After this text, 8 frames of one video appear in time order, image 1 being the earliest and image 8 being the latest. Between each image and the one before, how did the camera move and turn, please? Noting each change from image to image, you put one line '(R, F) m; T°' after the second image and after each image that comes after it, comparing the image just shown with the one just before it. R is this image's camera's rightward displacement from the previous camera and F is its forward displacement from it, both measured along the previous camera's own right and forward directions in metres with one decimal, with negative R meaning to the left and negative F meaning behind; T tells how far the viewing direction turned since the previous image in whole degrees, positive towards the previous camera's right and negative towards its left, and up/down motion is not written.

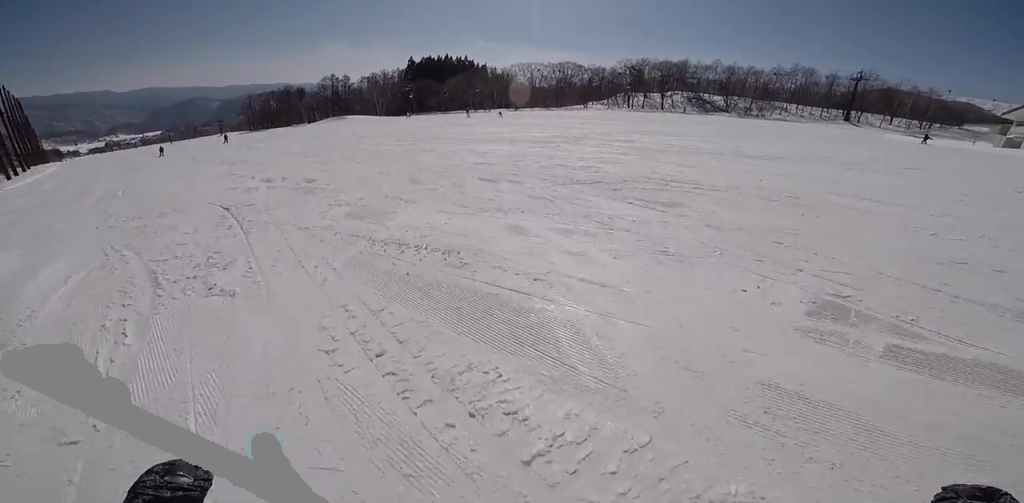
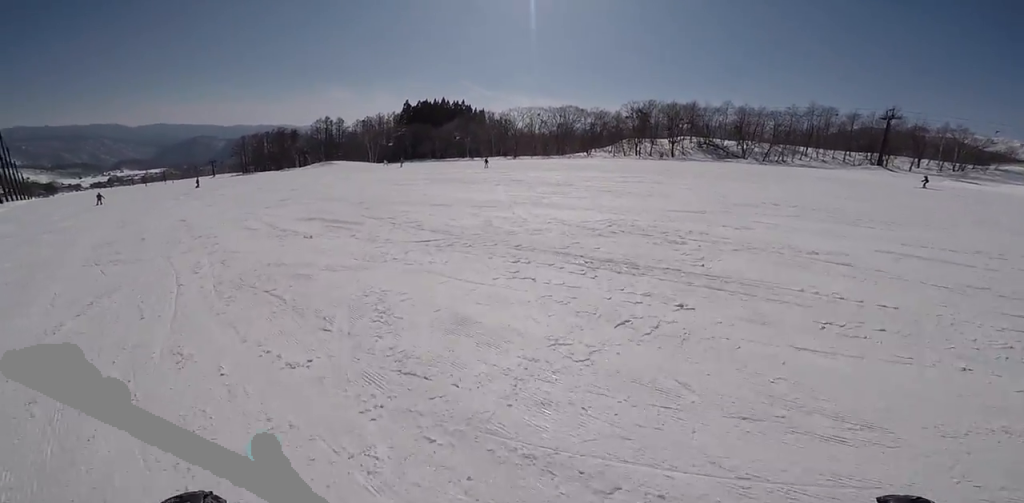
(+0.2, +10.7) m; -5°
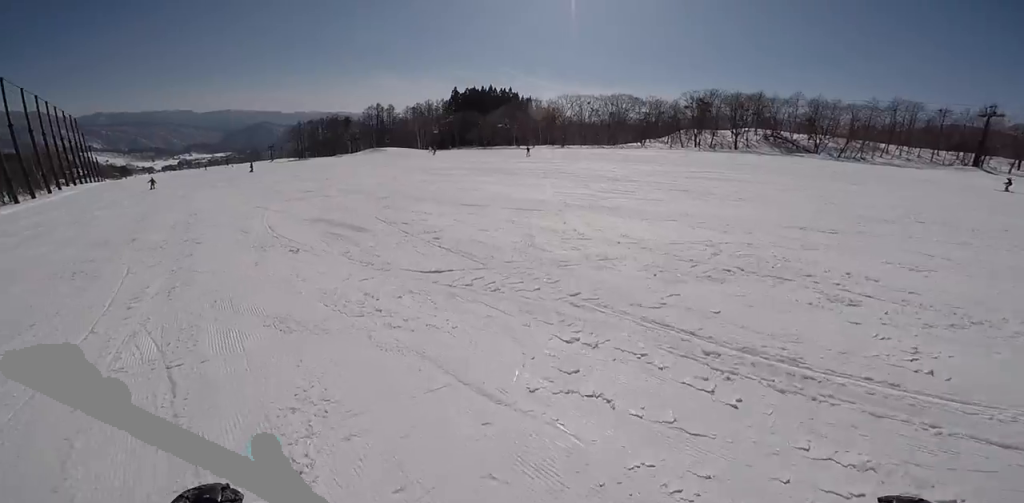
(0.0, +2.8) m; -2°
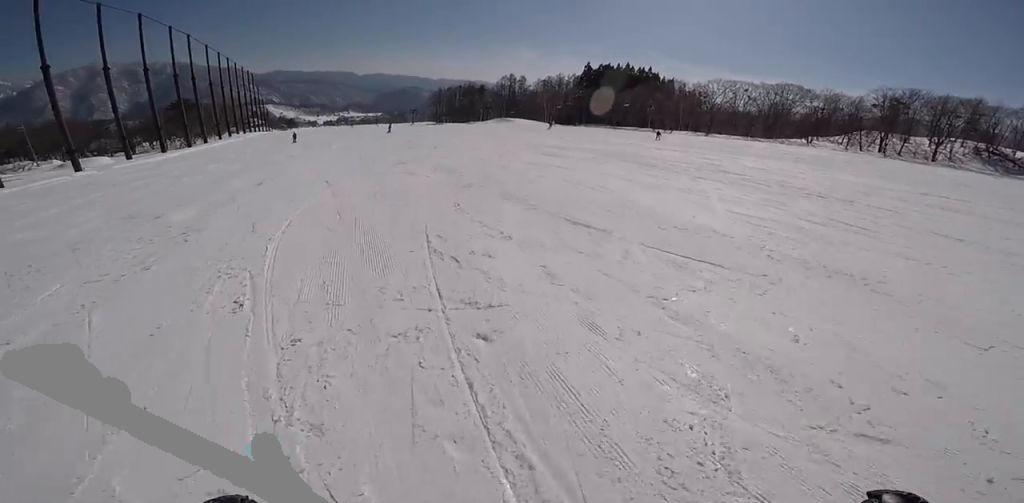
(+0.1, +4.6) m; -14°
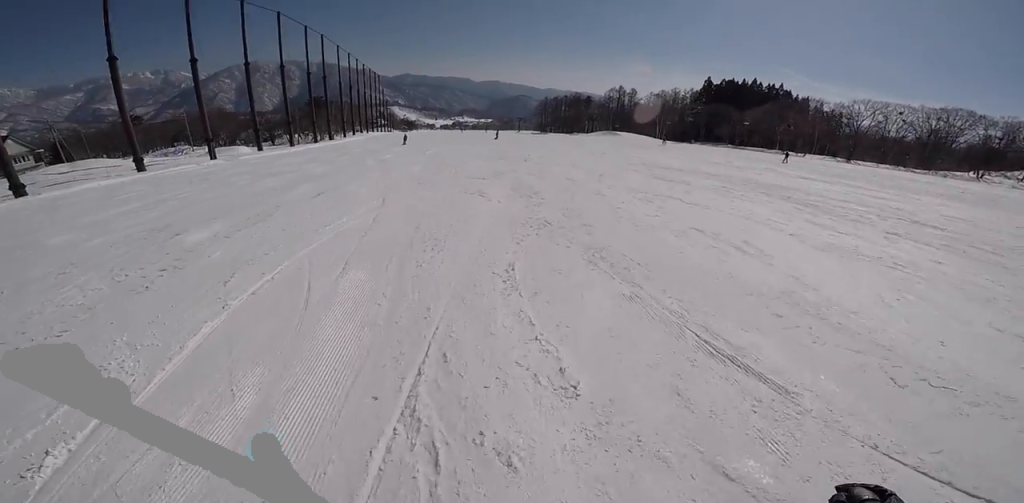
(-0.8, +3.0) m; -7°
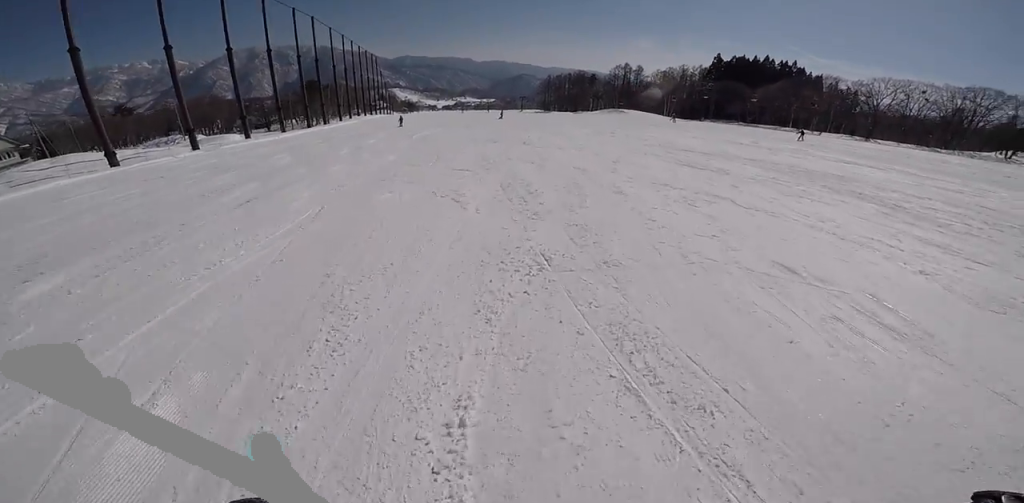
(-0.4, +2.8) m; -5°
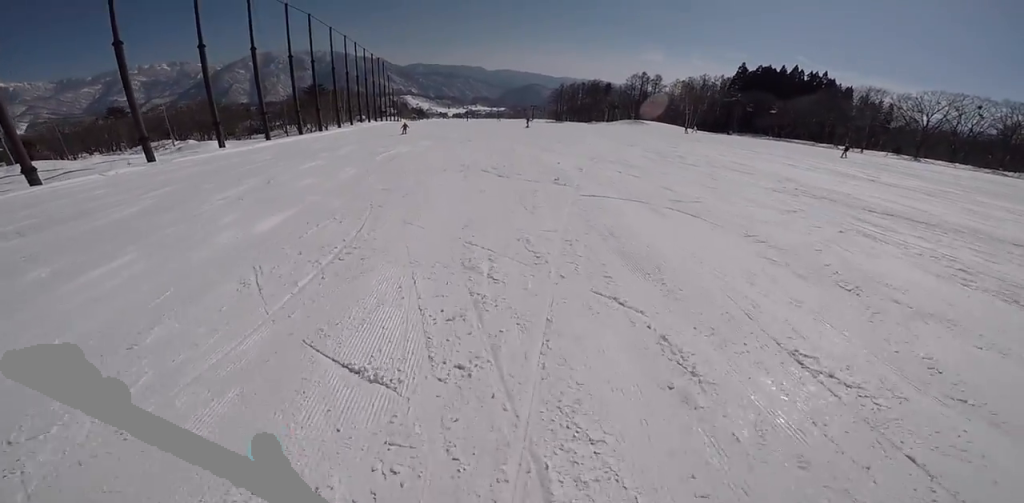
(-0.2, +8.6) m; -8°
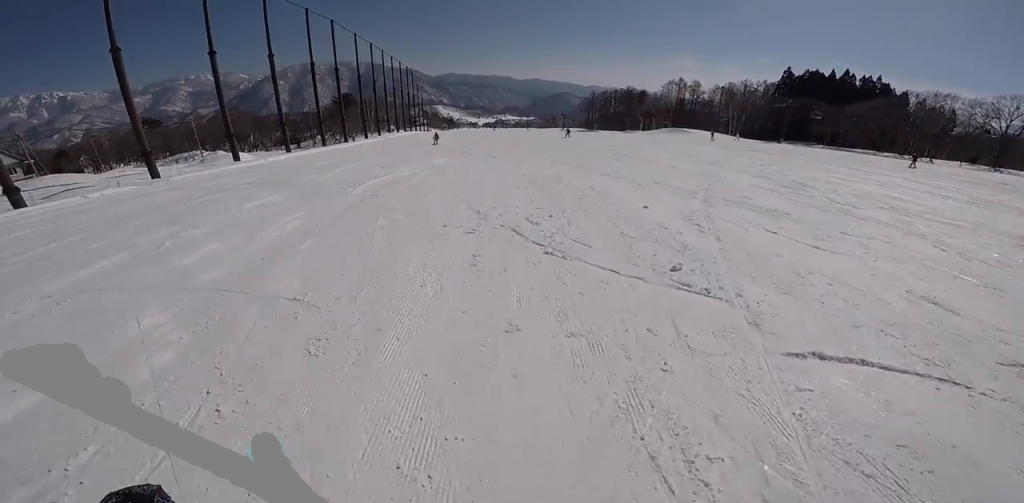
(-0.3, +5.2) m; -8°
